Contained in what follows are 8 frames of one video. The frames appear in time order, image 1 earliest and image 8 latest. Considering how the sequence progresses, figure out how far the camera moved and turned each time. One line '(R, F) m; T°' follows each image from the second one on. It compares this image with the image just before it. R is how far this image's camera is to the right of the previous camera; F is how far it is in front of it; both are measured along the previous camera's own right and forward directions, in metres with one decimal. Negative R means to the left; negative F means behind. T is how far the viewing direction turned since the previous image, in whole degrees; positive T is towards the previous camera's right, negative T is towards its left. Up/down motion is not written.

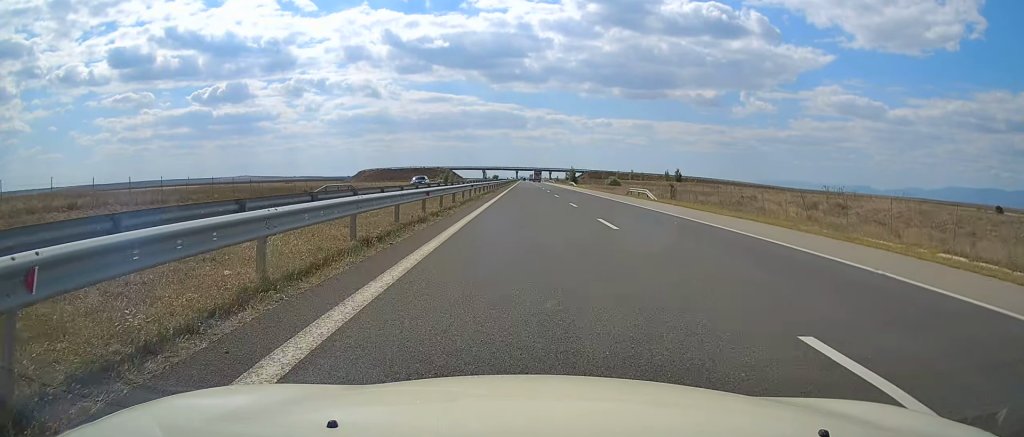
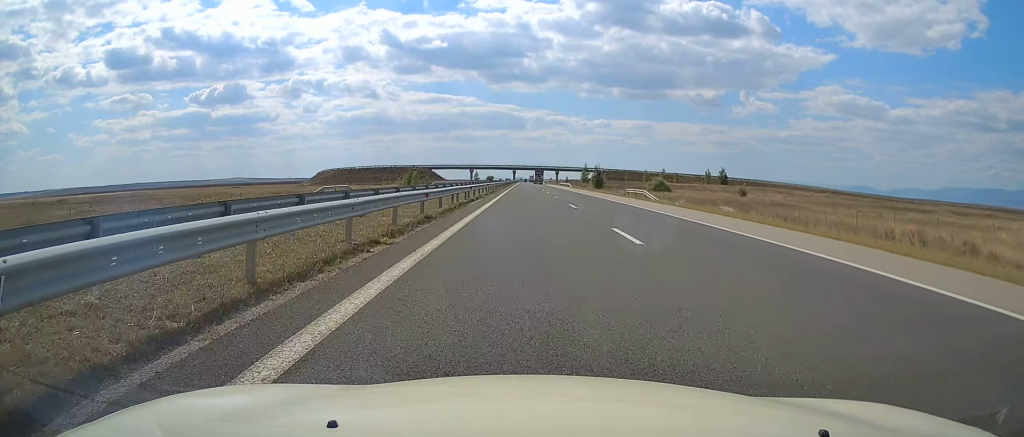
(+0.4, +80.0) m; 0°
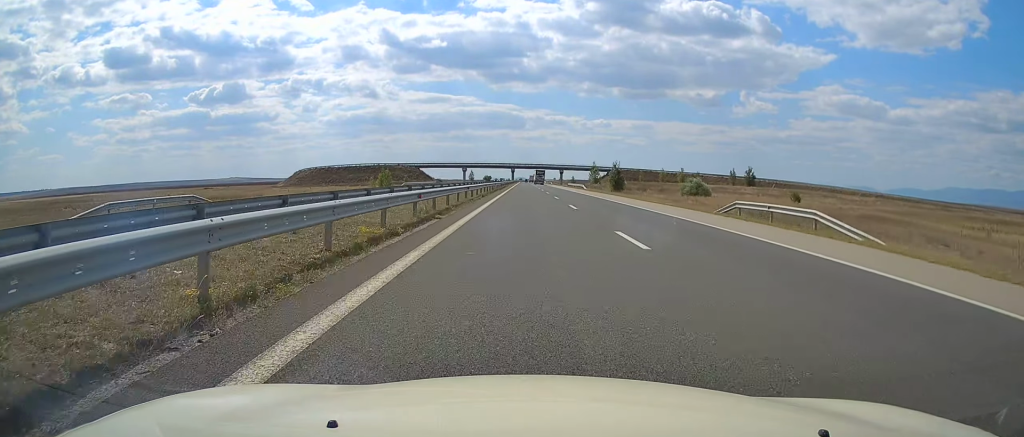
(-0.1, +32.9) m; 0°
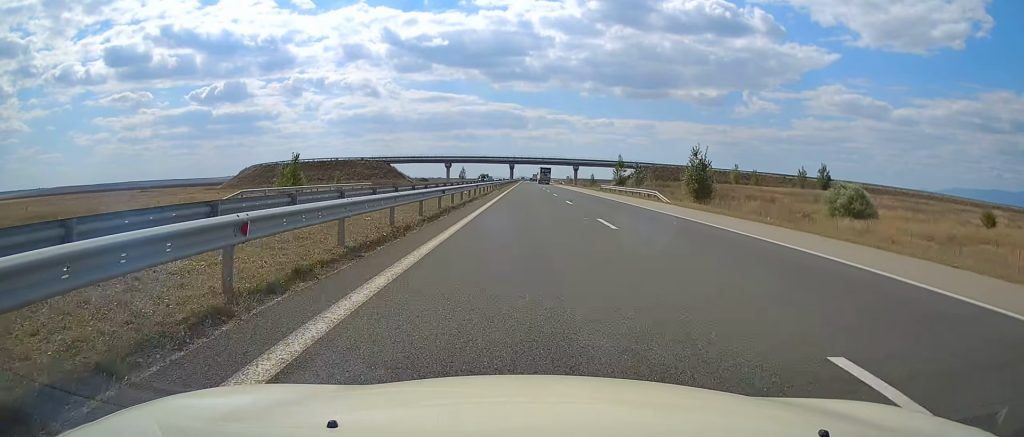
(-0.1, +59.3) m; 0°
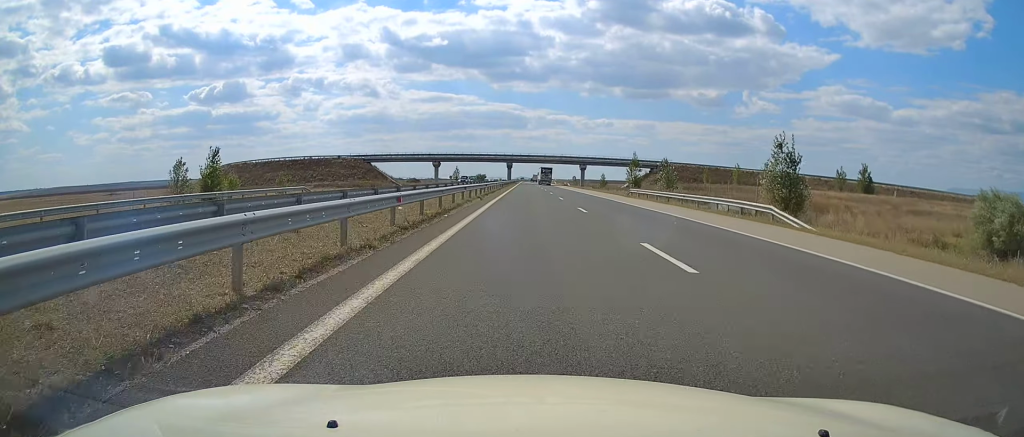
(+0.1, +23.8) m; 0°
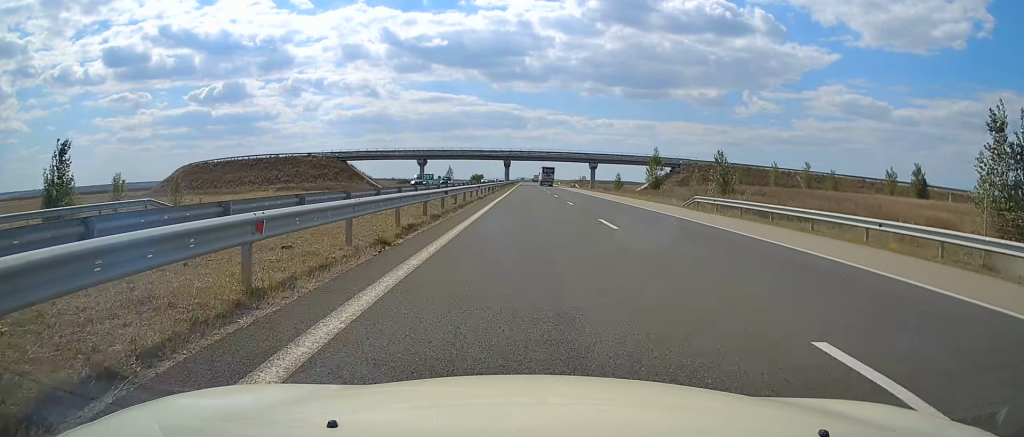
(+0.1, +23.8) m; 0°
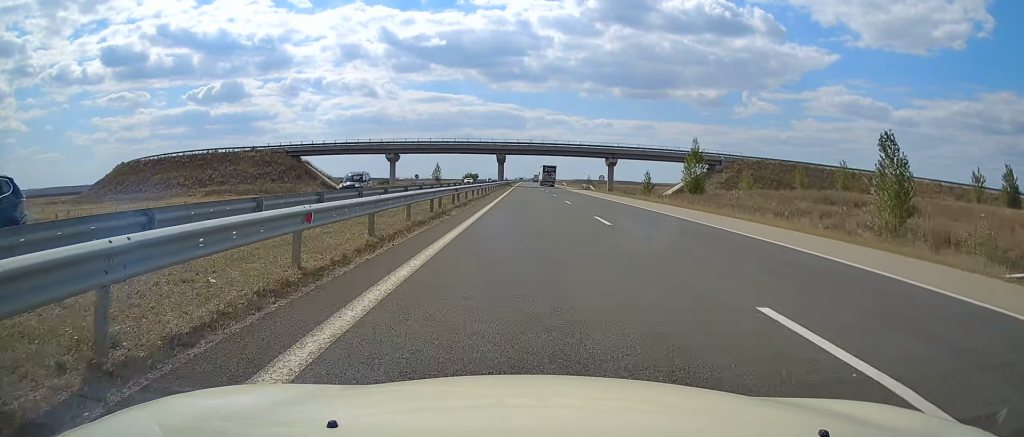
(0.0, +30.5) m; 0°
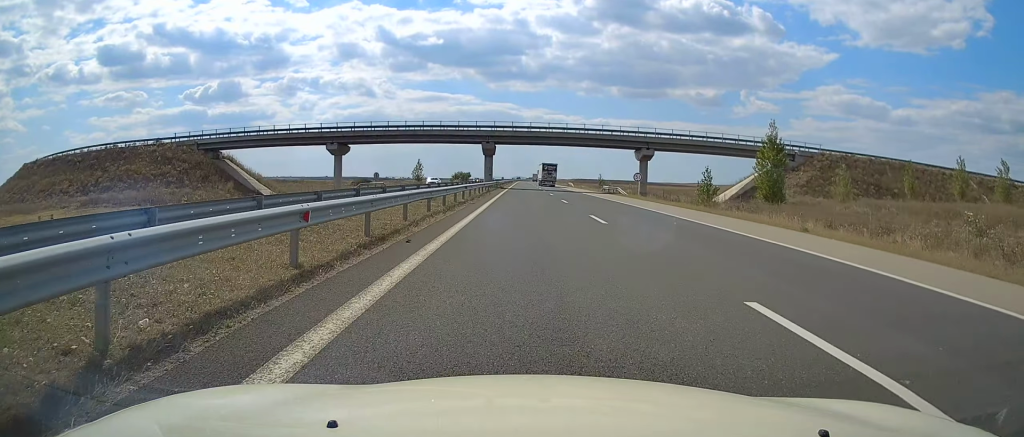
(0.0, +31.9) m; 0°
